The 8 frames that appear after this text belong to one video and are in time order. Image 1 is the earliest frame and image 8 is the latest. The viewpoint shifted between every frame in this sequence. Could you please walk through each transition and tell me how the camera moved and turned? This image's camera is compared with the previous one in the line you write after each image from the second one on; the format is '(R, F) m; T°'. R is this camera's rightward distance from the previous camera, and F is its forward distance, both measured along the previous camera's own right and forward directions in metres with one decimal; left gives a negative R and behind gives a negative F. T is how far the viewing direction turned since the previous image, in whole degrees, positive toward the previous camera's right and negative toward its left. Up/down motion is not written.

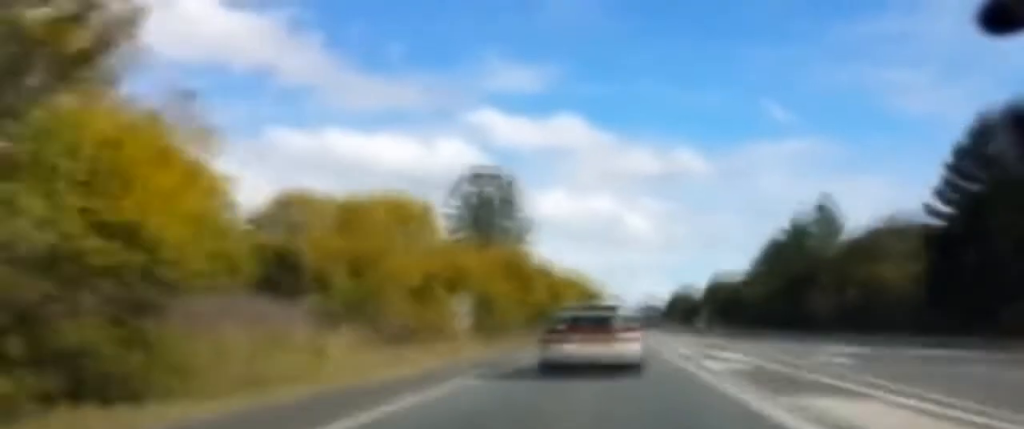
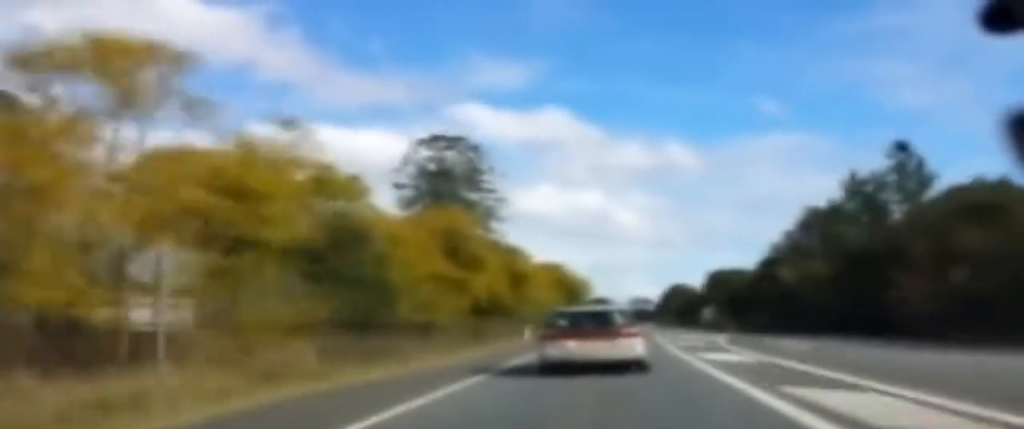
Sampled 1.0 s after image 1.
(+0.1, +22.5) m; -1°
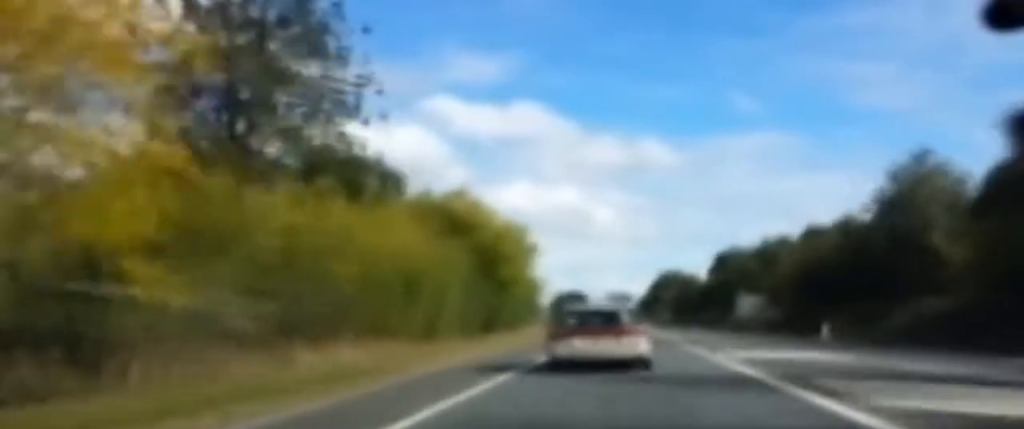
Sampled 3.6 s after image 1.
(+0.8, +56.8) m; +2°
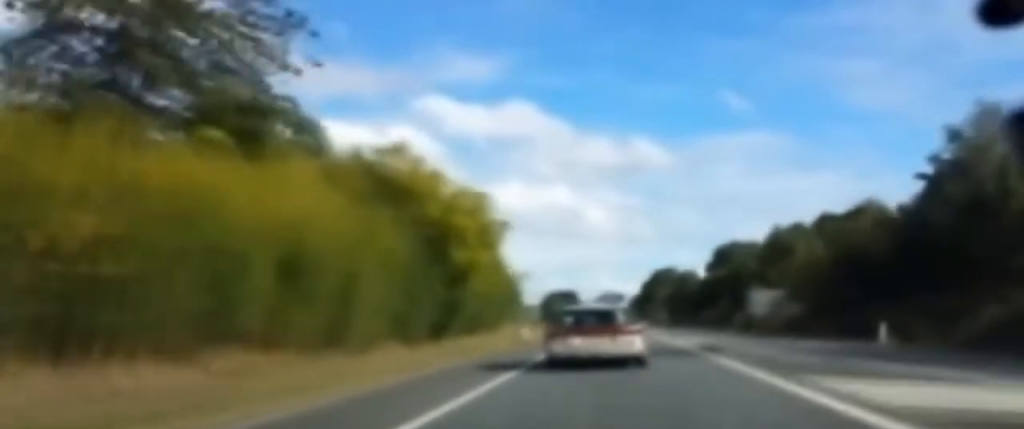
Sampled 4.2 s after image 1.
(-0.1, +12.0) m; 0°
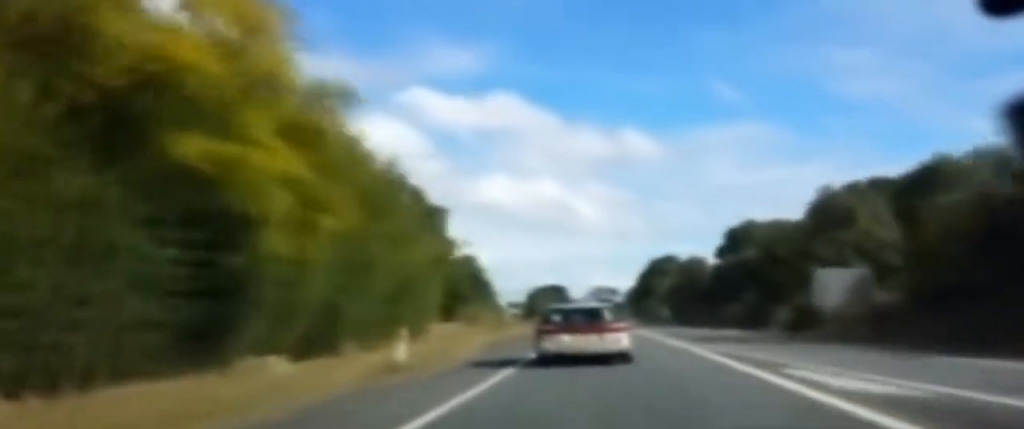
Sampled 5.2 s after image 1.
(+0.3, +21.5) m; +1°
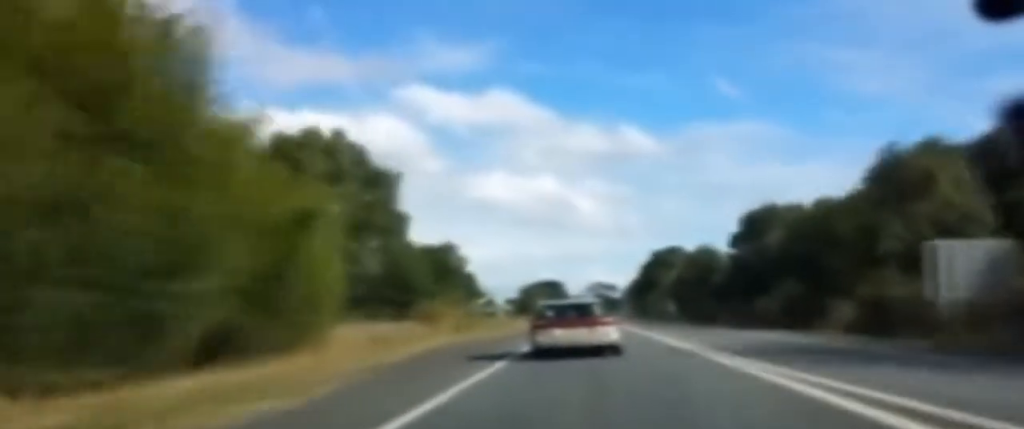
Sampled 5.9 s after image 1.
(0.0, +15.0) m; -1°
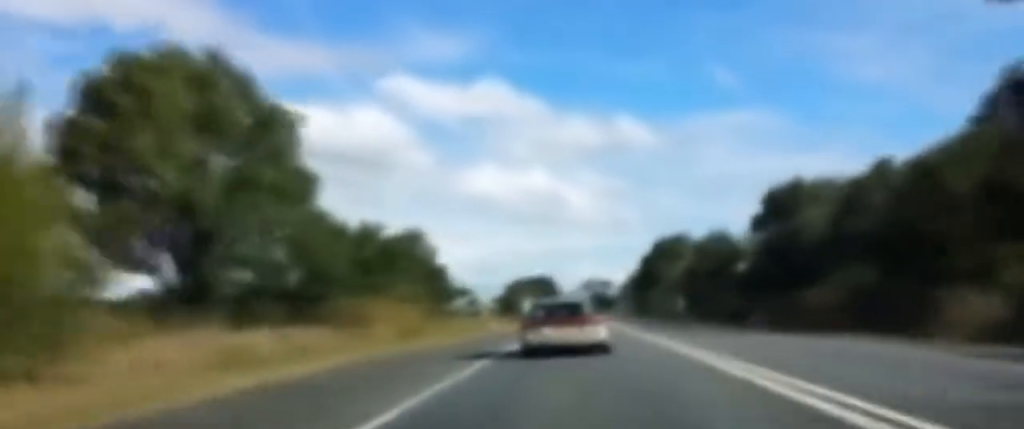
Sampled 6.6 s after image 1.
(-0.1, +14.2) m; 0°
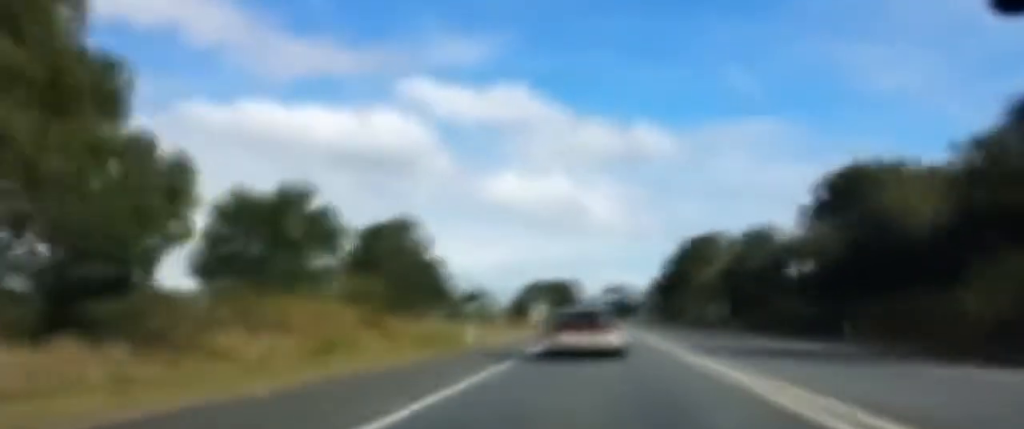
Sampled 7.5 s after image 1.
(-0.1, +16.8) m; -1°
